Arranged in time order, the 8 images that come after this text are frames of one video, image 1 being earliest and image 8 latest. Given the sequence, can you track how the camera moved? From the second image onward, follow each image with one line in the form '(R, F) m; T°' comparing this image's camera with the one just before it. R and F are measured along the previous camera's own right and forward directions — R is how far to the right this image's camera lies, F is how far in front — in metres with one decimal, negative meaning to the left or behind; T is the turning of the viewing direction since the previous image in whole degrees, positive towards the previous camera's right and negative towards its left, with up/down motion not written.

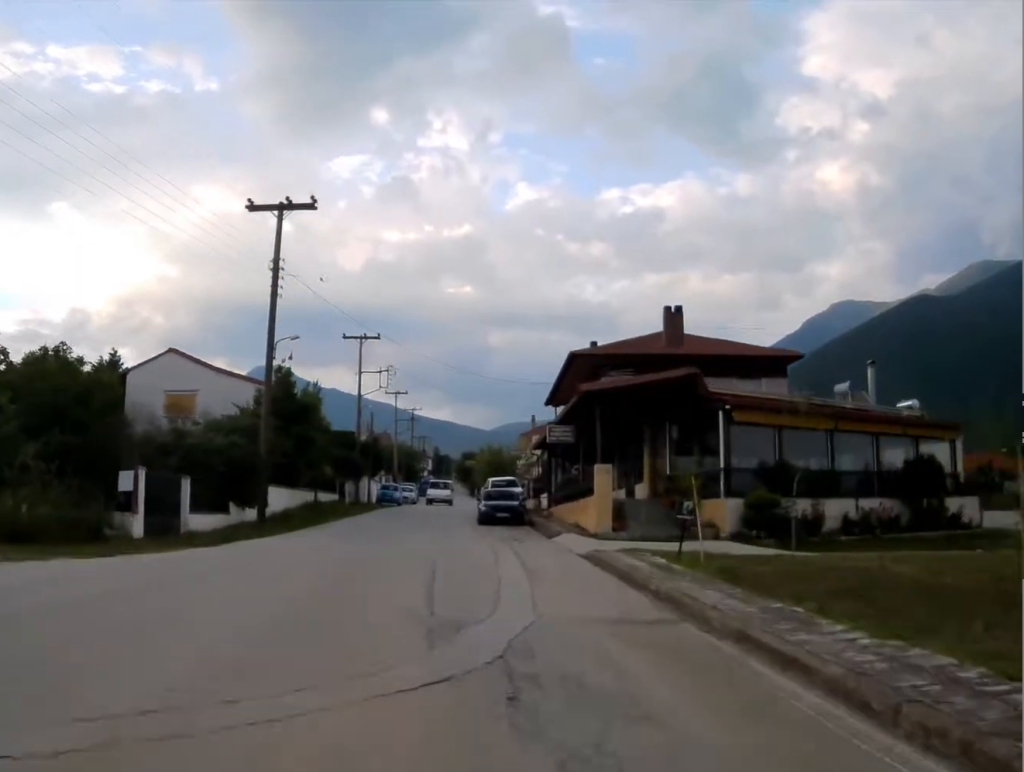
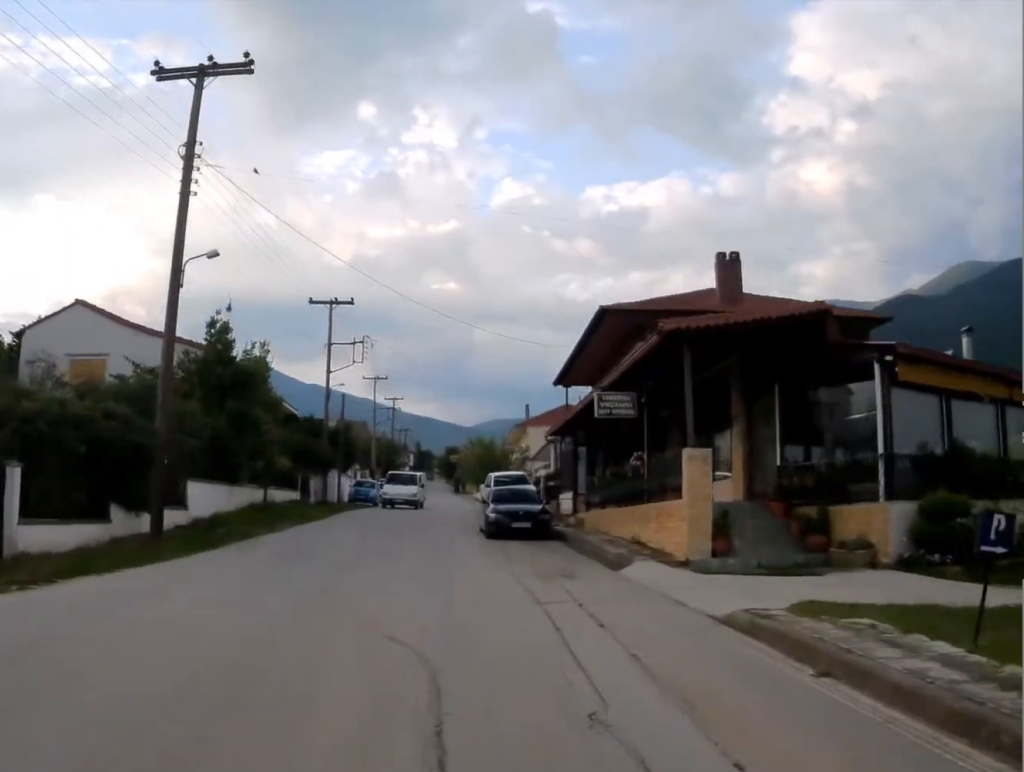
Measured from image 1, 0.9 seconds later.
(+0.1, +11.0) m; +1°
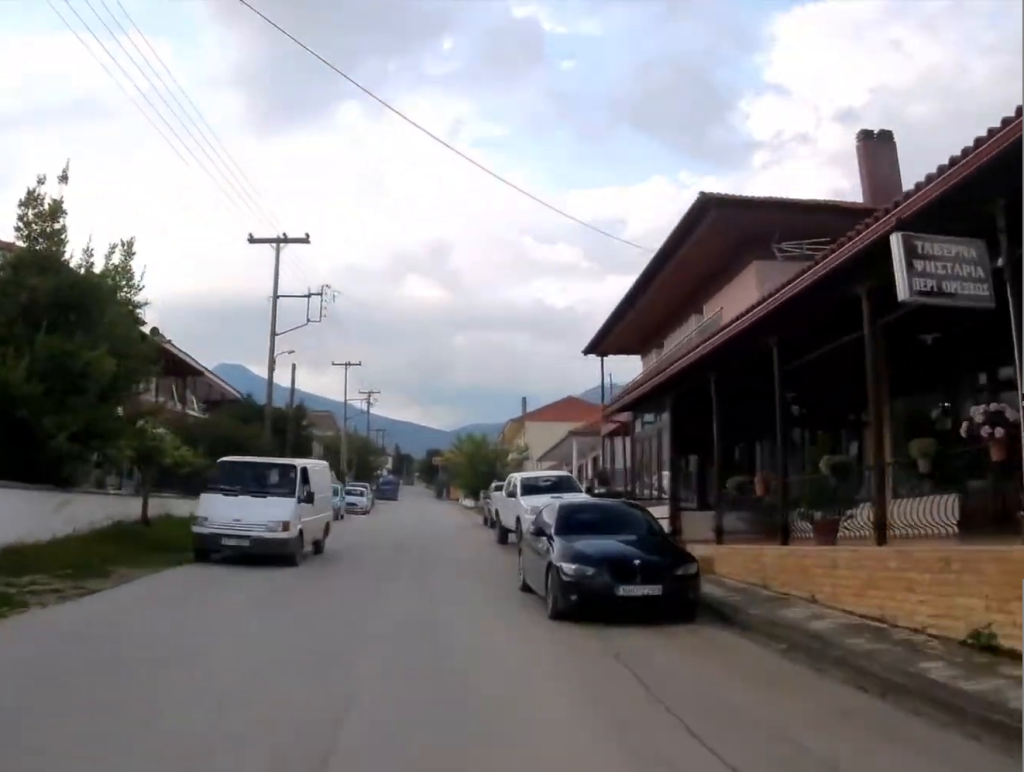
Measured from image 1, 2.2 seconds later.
(+0.2, +13.3) m; +1°
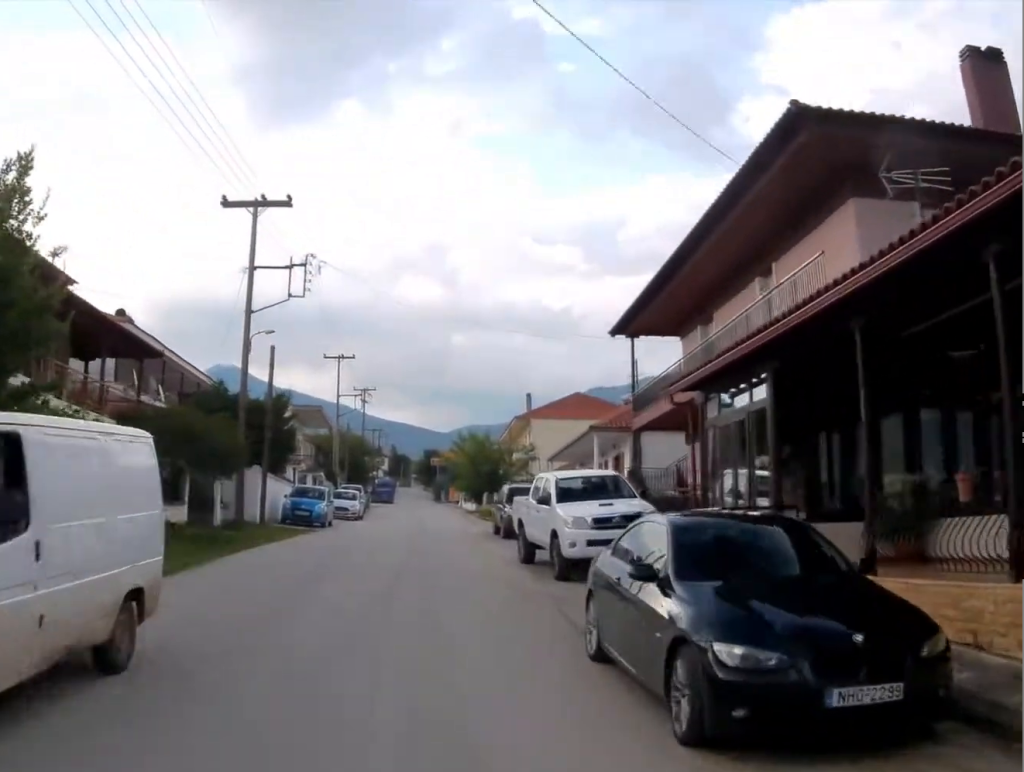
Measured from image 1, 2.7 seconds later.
(-0.1, +5.1) m; 0°
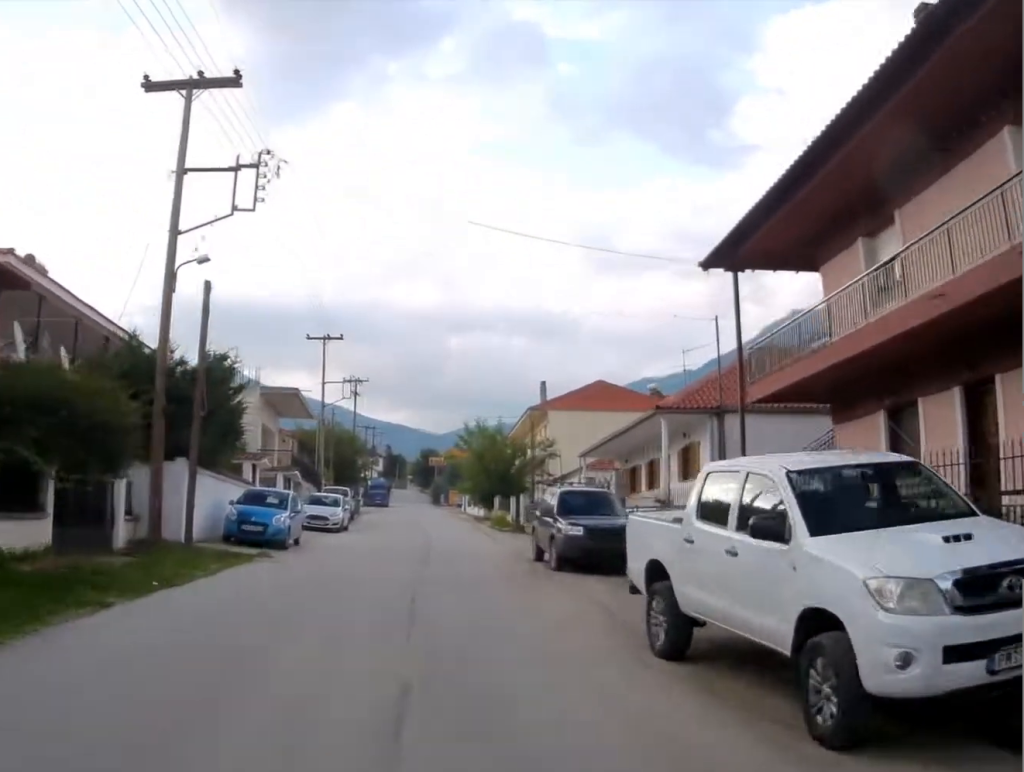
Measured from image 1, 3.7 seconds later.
(+0.1, +9.5) m; +2°
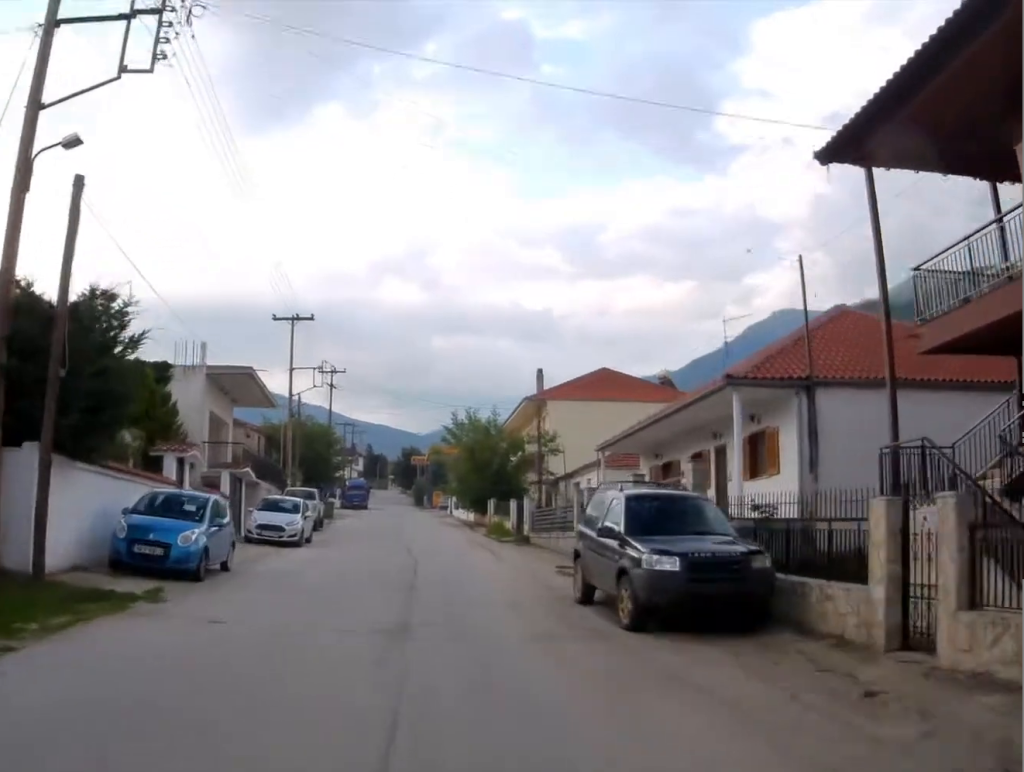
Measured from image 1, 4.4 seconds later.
(+0.1, +7.3) m; +2°
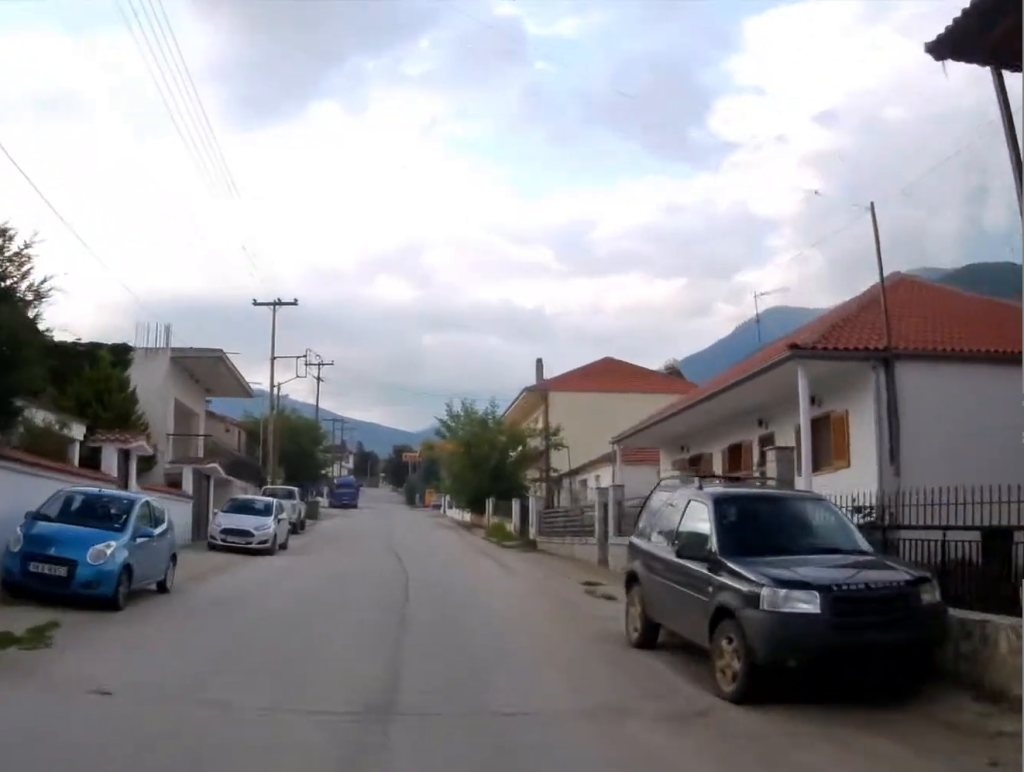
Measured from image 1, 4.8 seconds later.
(0.0, +4.1) m; +1°
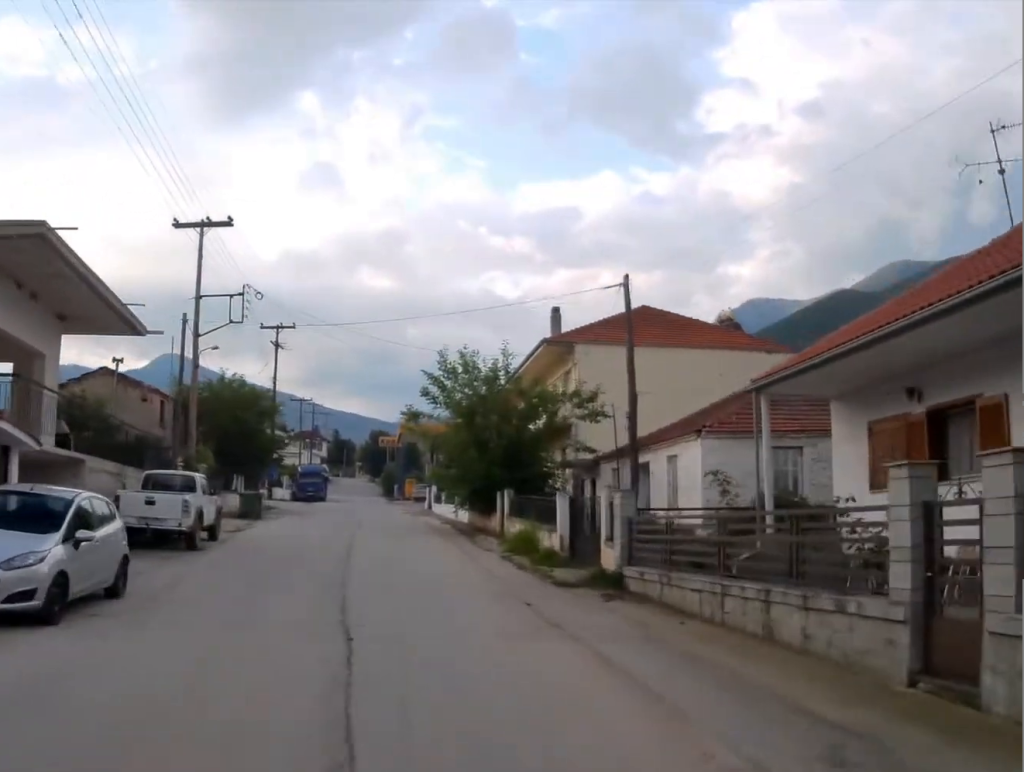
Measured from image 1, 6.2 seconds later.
(+0.3, +13.3) m; 0°
